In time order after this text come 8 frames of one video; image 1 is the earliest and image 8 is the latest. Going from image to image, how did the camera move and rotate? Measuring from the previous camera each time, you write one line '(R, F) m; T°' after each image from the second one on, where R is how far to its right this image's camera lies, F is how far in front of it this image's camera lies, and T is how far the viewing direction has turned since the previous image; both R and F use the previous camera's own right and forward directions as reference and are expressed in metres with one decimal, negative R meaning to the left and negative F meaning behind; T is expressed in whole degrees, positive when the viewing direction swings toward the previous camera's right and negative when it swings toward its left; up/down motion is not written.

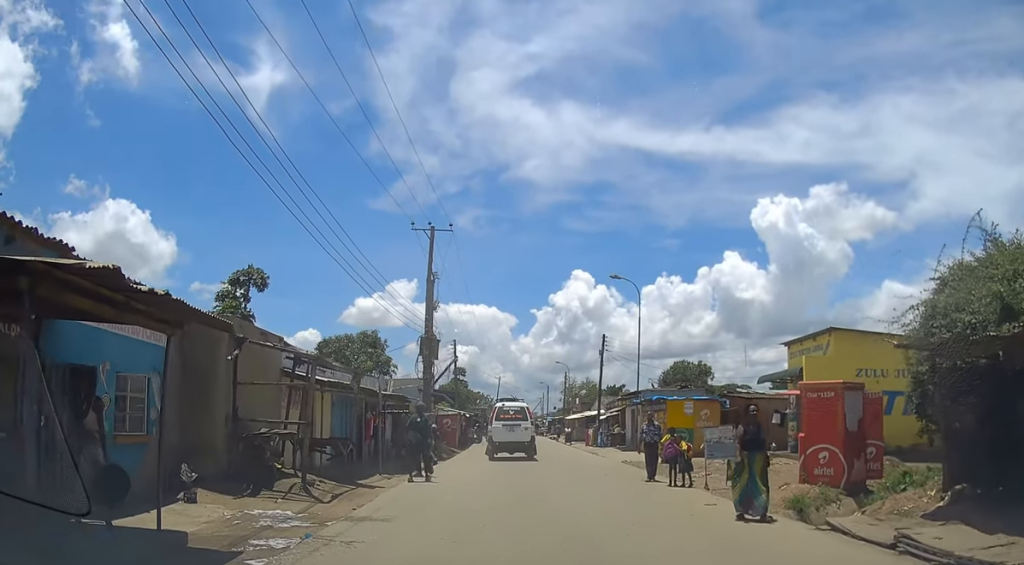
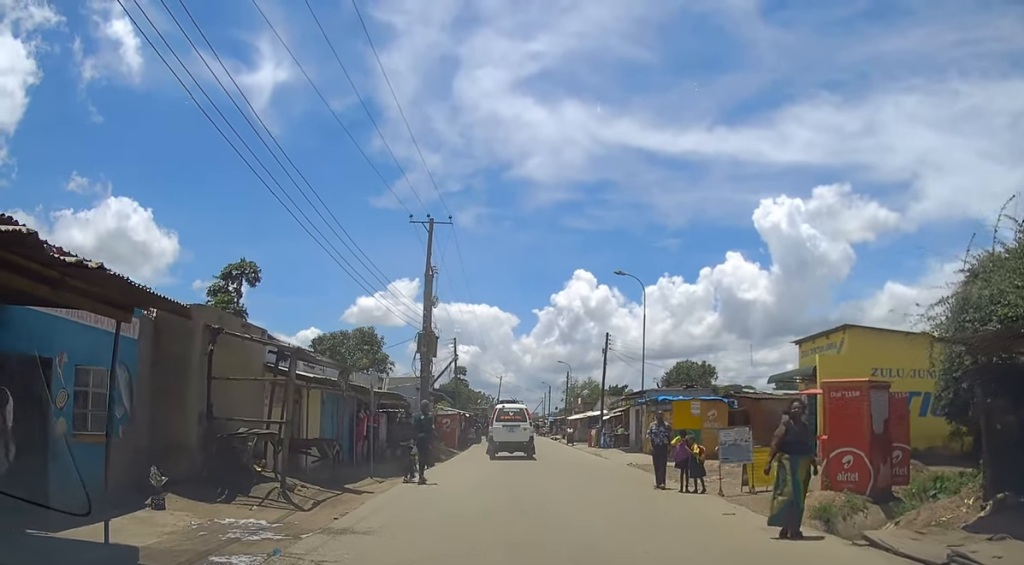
(0.0, +1.1) m; 0°
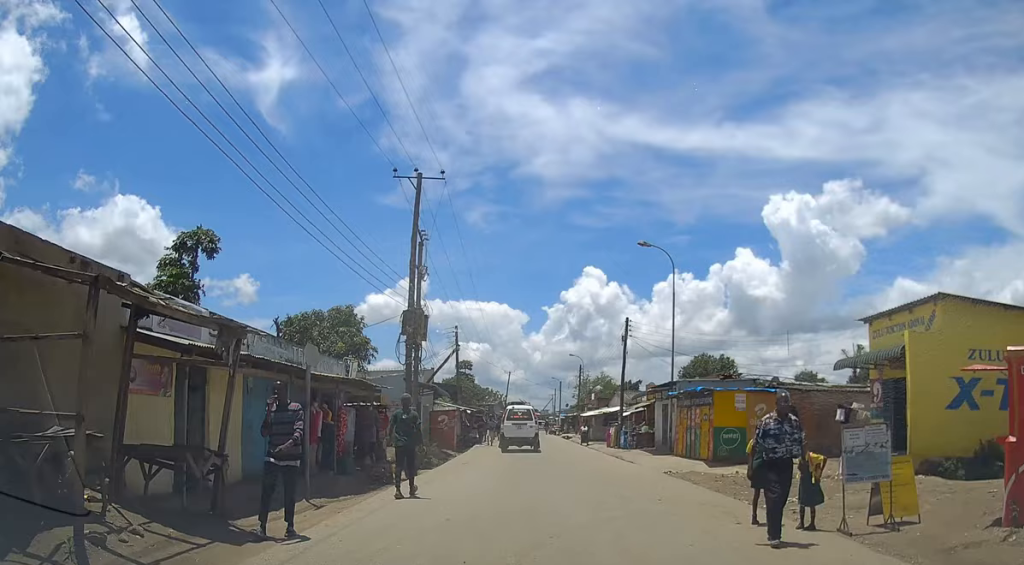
(+0.1, +5.0) m; +2°
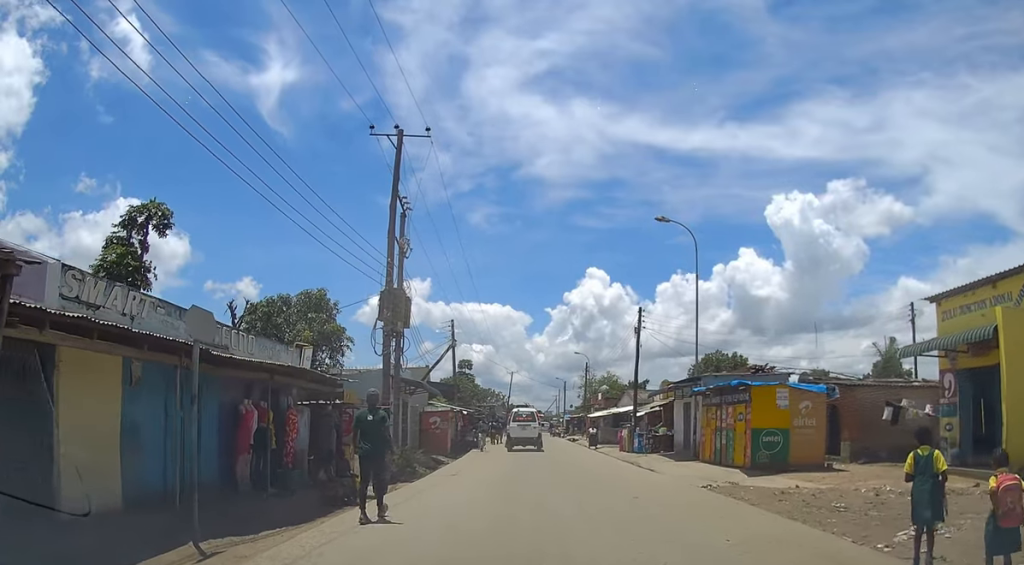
(0.0, +3.9) m; +1°
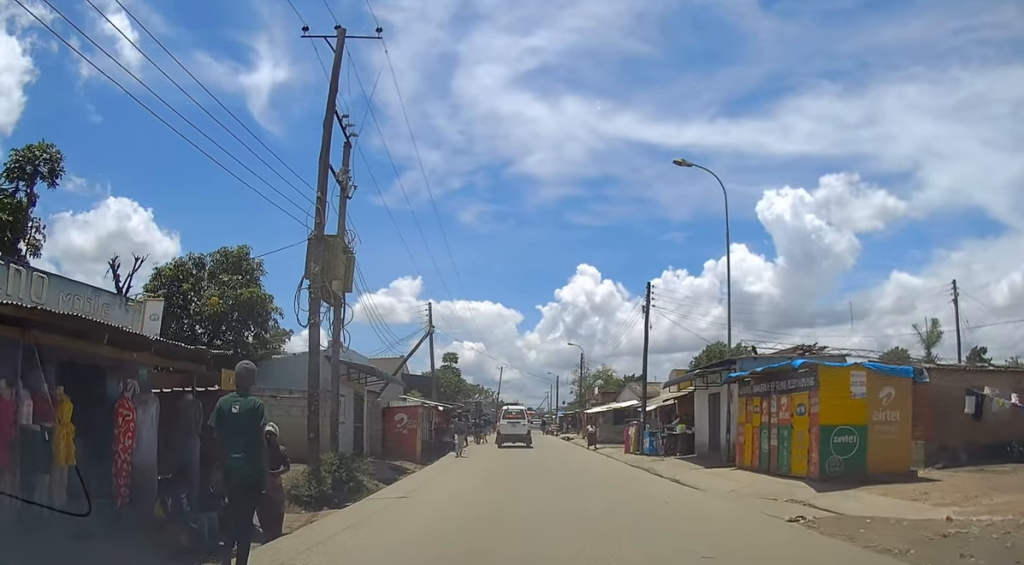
(0.0, +5.7) m; -1°
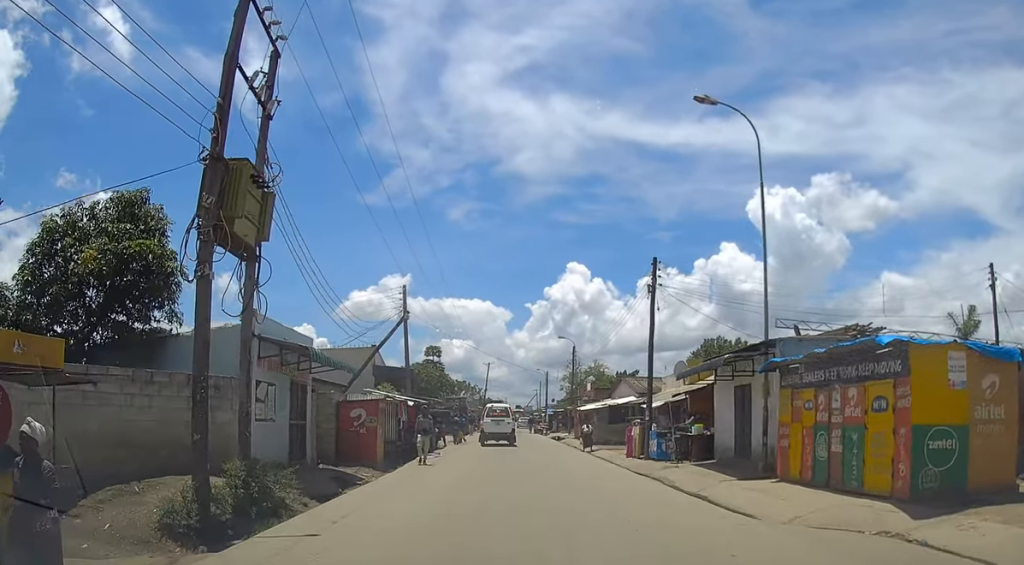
(0.0, +4.7) m; 0°
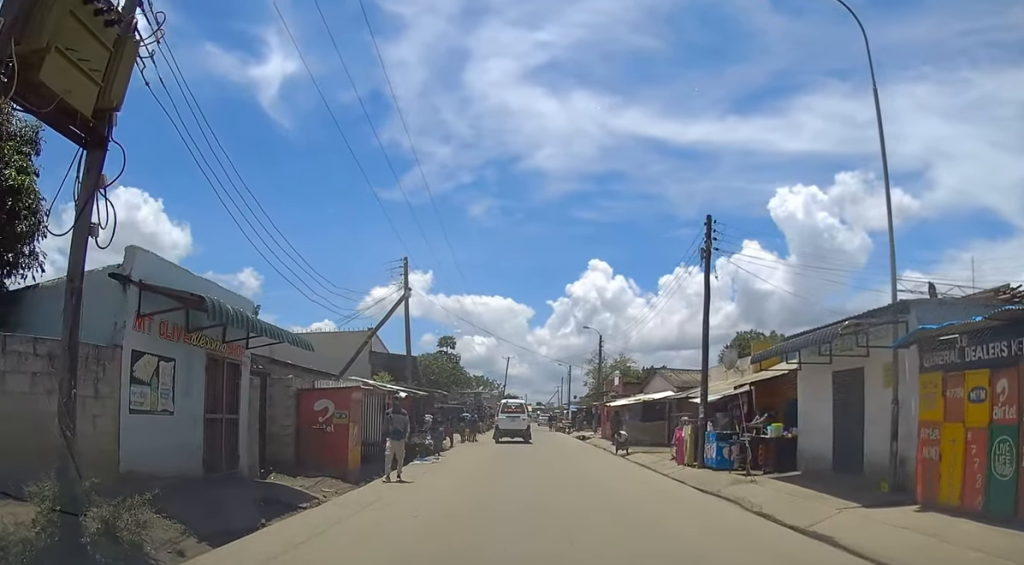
(-0.1, +5.5) m; -4°
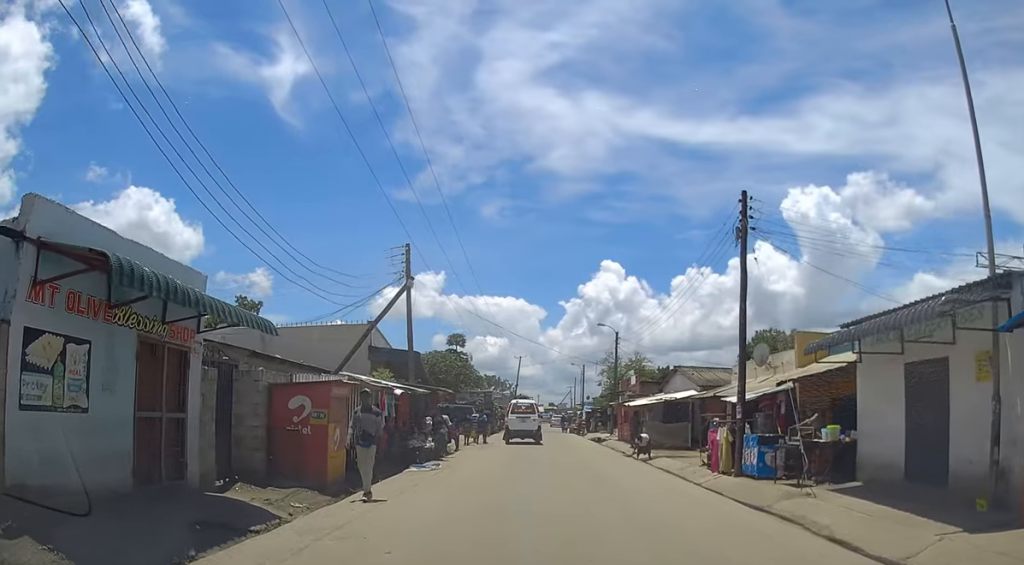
(-0.1, +2.5) m; -1°
